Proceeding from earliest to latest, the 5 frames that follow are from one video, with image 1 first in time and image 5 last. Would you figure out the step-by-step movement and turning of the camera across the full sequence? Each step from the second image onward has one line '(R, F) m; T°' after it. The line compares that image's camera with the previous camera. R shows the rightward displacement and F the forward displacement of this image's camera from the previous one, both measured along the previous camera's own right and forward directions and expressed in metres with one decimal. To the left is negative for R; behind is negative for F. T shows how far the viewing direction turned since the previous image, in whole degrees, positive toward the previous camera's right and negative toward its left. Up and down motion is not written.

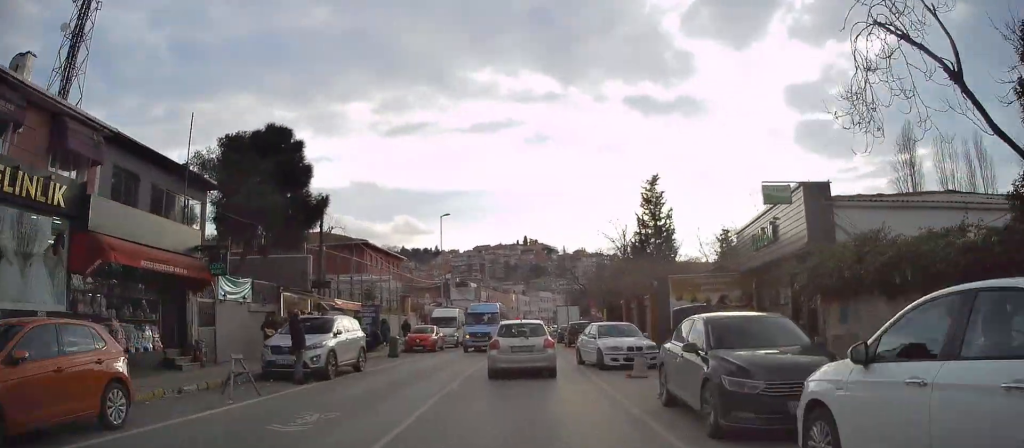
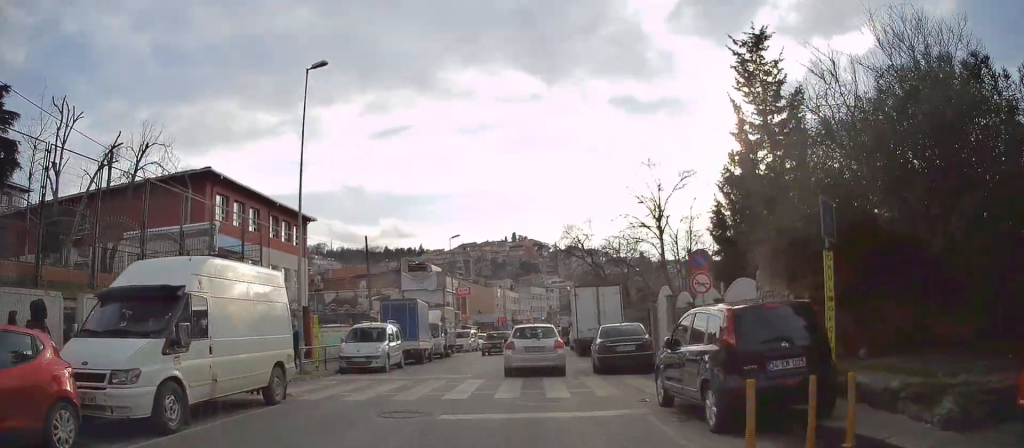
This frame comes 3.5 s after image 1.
(+0.5, +29.5) m; +2°
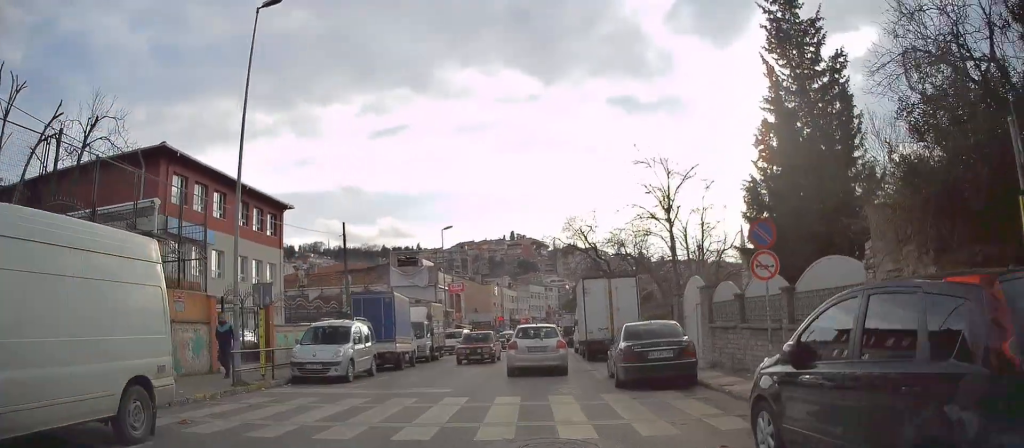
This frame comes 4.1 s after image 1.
(0.0, +4.5) m; 0°
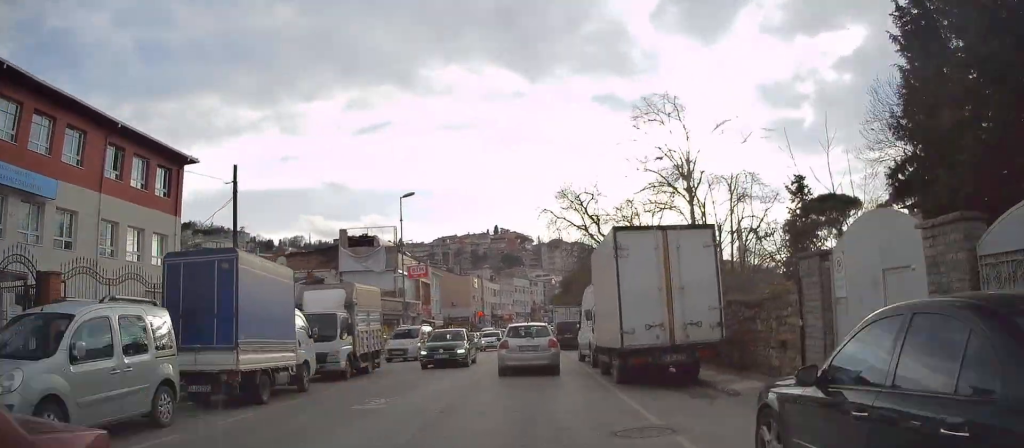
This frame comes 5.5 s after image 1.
(0.0, +11.8) m; -1°
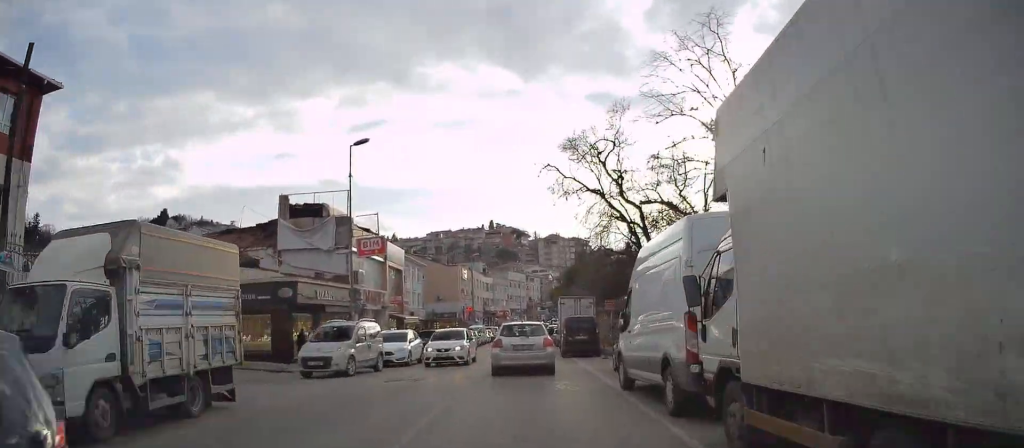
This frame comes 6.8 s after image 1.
(0.0, +11.3) m; +2°
